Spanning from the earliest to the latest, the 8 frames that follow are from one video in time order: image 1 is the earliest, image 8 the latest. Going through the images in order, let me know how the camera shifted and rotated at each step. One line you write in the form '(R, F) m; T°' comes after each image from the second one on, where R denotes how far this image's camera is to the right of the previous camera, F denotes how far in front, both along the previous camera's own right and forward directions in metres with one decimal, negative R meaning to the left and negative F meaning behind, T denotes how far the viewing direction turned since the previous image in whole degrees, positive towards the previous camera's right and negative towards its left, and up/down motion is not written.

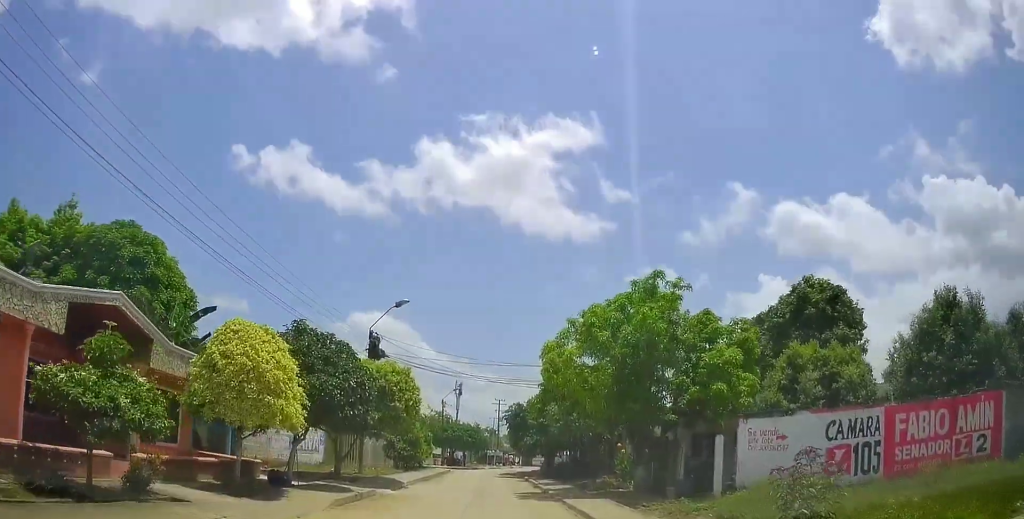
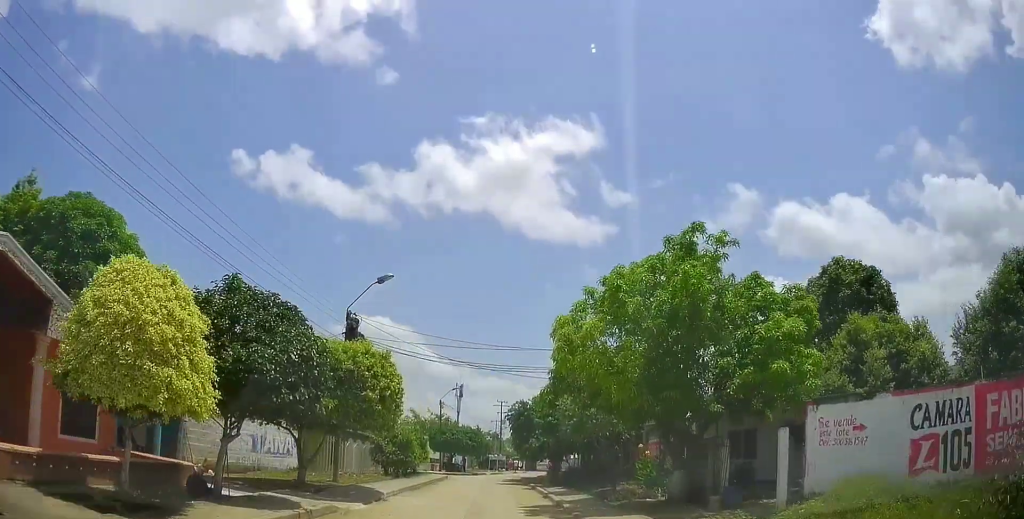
(0.0, +4.2) m; 0°
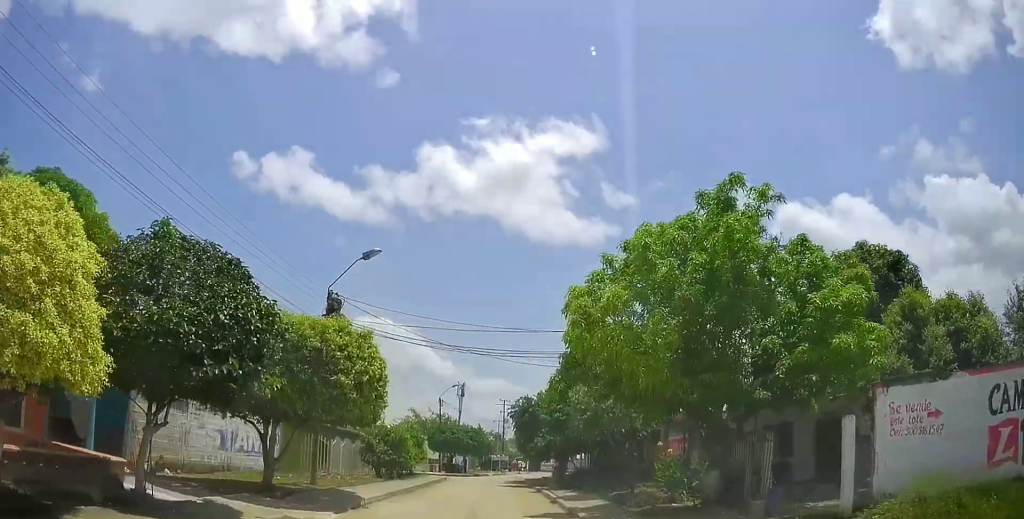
(0.0, +2.8) m; +1°
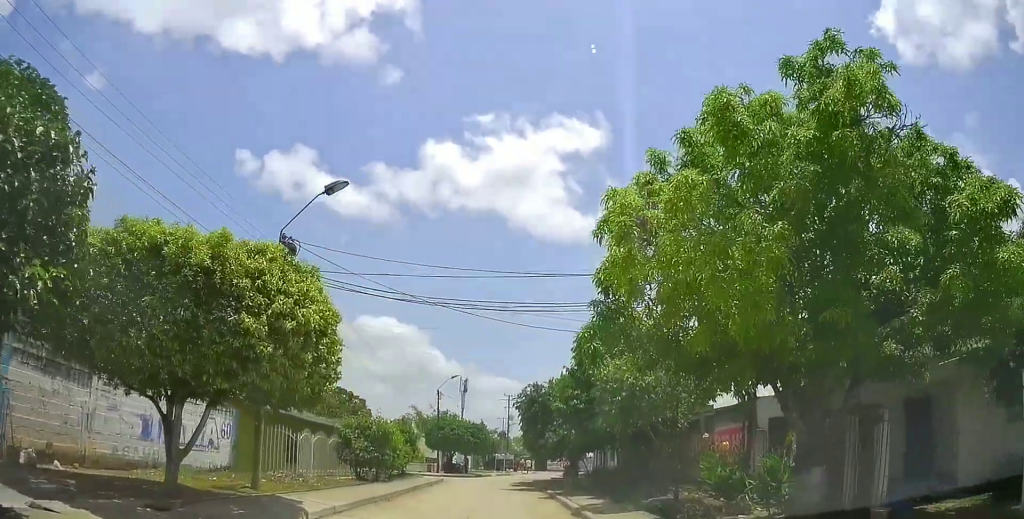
(0.0, +5.1) m; +3°
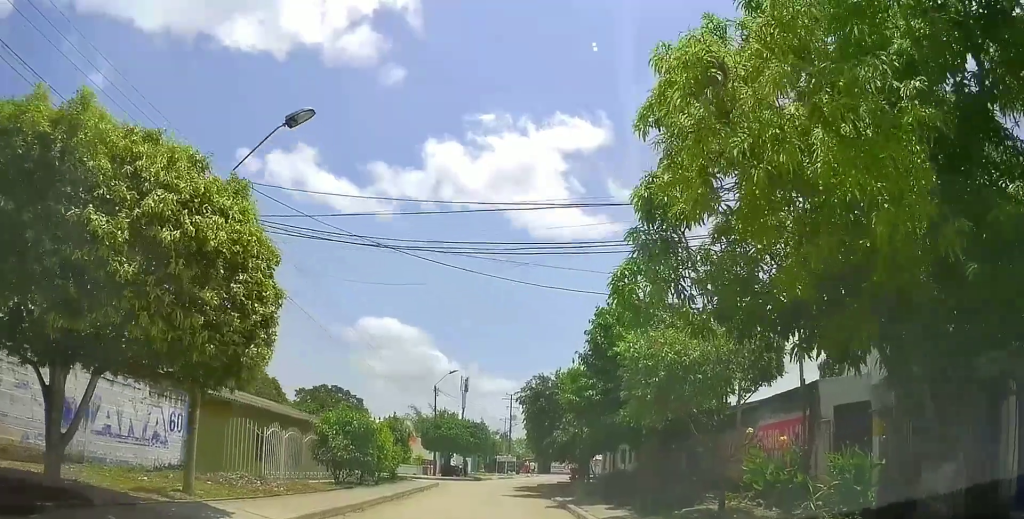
(+0.2, +3.4) m; 0°
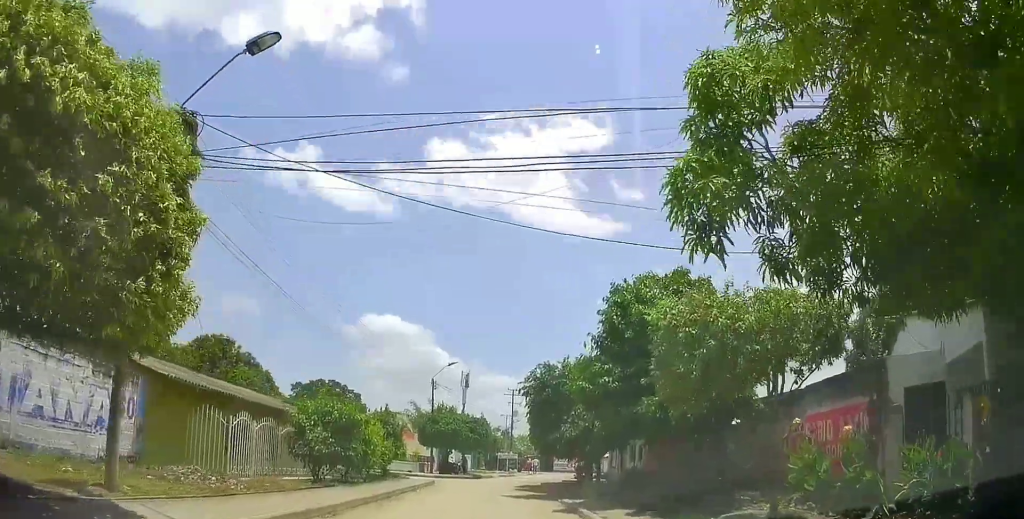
(+0.2, +2.7) m; 0°
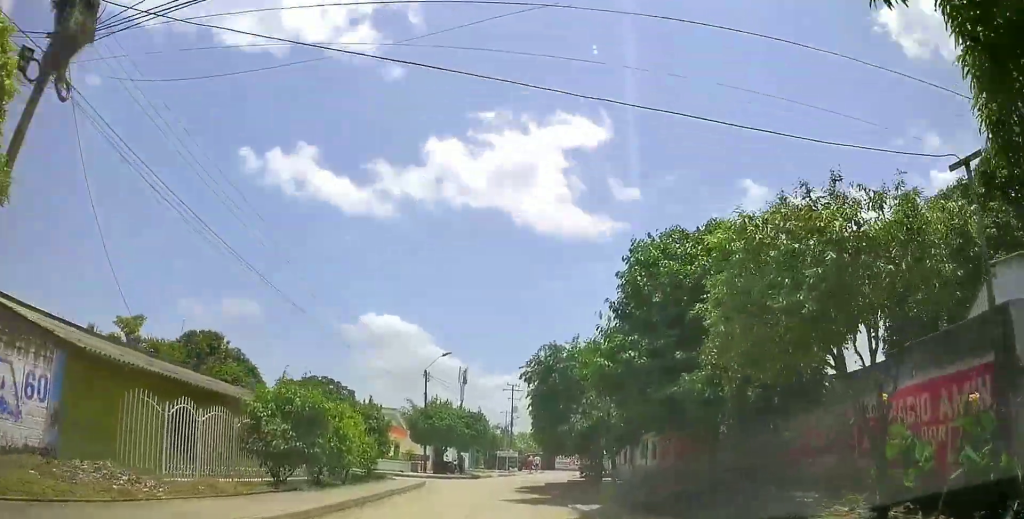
(-0.2, +3.4) m; -2°
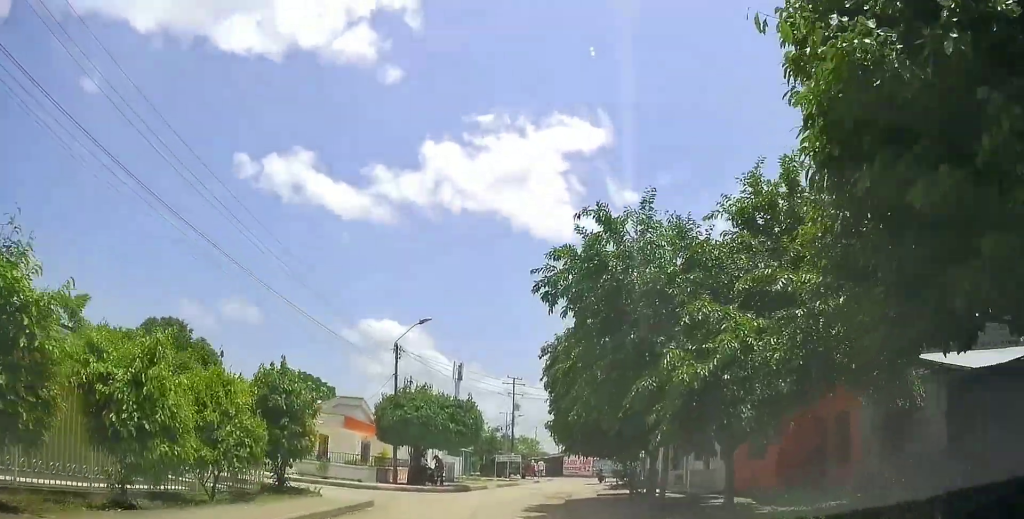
(-0.5, +10.9) m; -3°
